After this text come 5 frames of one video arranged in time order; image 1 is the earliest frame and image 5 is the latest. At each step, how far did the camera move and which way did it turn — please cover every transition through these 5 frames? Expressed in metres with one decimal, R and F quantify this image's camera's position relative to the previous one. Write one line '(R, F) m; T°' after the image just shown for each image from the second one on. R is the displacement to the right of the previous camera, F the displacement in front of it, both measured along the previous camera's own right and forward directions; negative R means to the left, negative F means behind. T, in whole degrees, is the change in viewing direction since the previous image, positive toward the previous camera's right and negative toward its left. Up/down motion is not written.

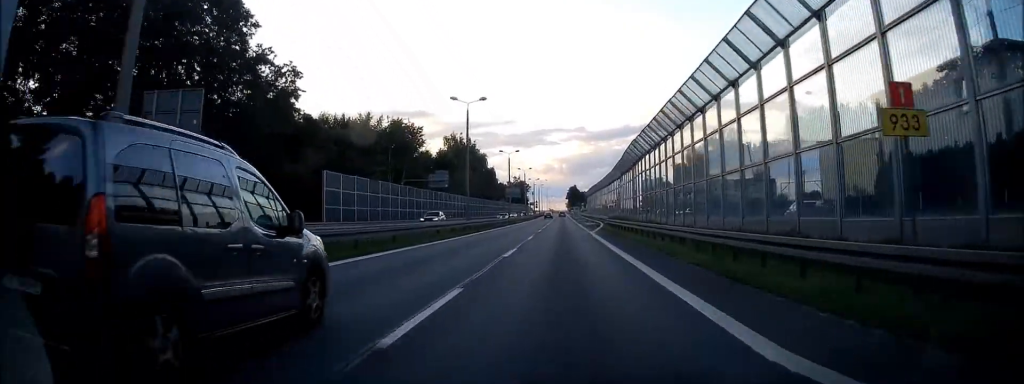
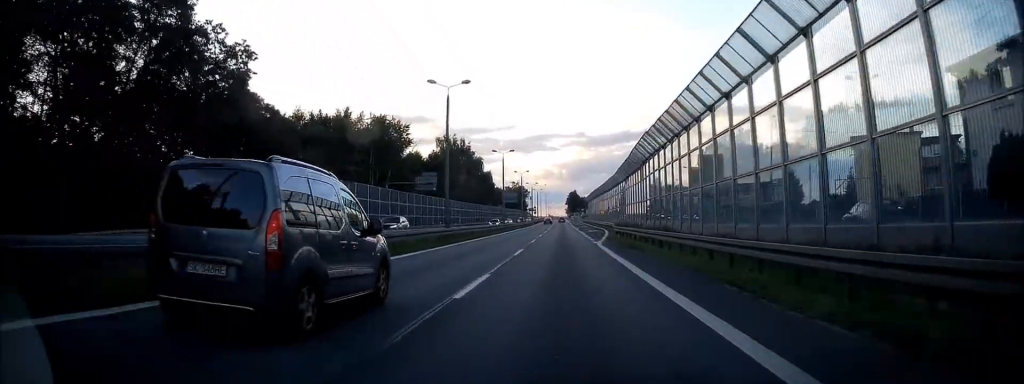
(0.0, +8.0) m; 0°
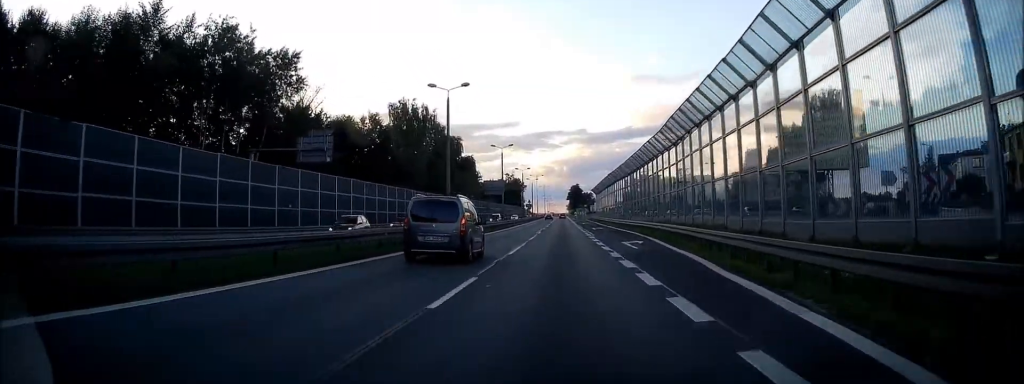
(+0.1, +37.4) m; 0°
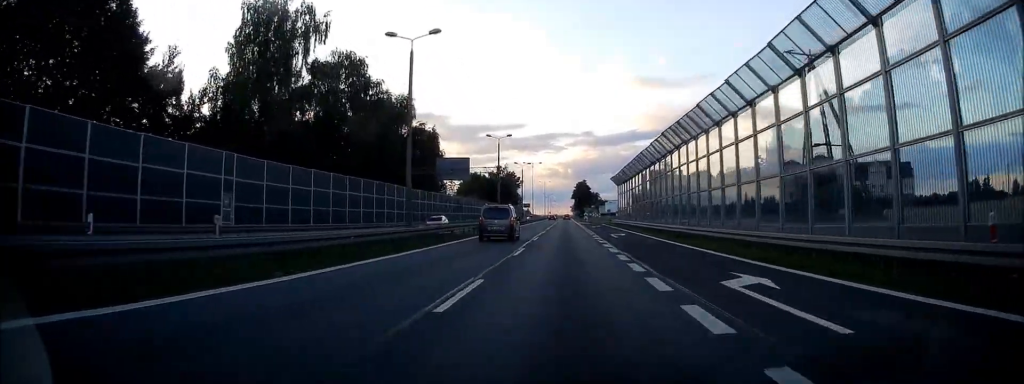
(-0.4, +47.5) m; 0°
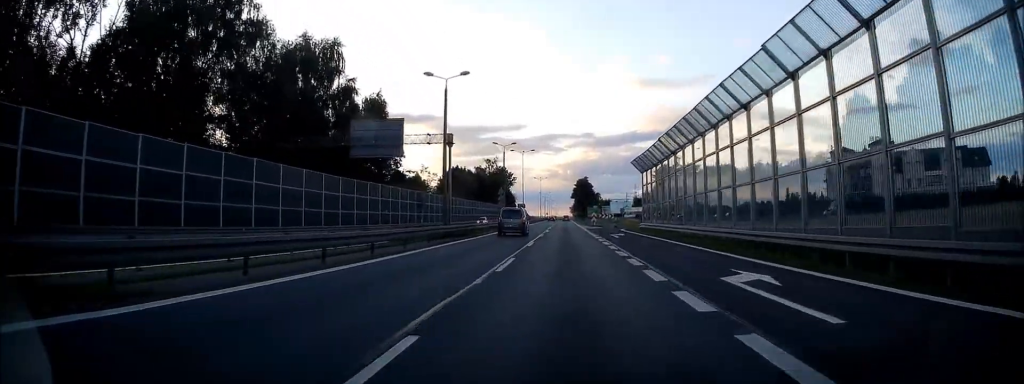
(0.0, +29.7) m; 0°
